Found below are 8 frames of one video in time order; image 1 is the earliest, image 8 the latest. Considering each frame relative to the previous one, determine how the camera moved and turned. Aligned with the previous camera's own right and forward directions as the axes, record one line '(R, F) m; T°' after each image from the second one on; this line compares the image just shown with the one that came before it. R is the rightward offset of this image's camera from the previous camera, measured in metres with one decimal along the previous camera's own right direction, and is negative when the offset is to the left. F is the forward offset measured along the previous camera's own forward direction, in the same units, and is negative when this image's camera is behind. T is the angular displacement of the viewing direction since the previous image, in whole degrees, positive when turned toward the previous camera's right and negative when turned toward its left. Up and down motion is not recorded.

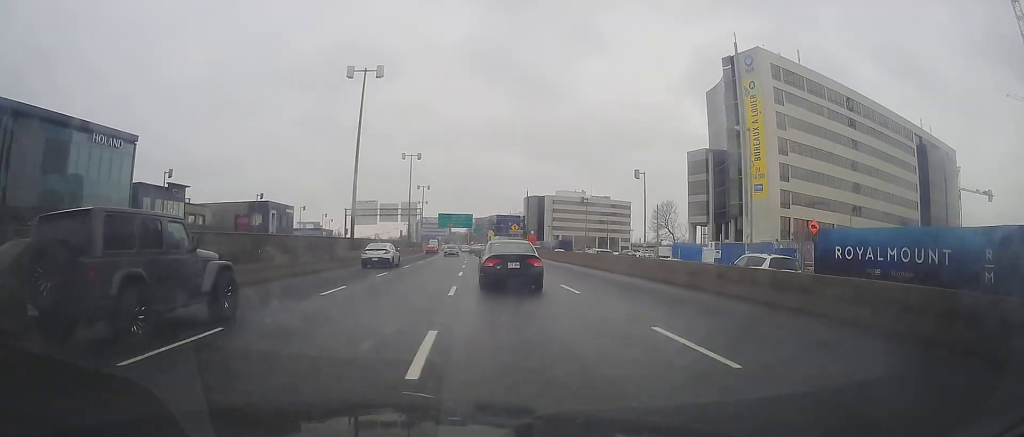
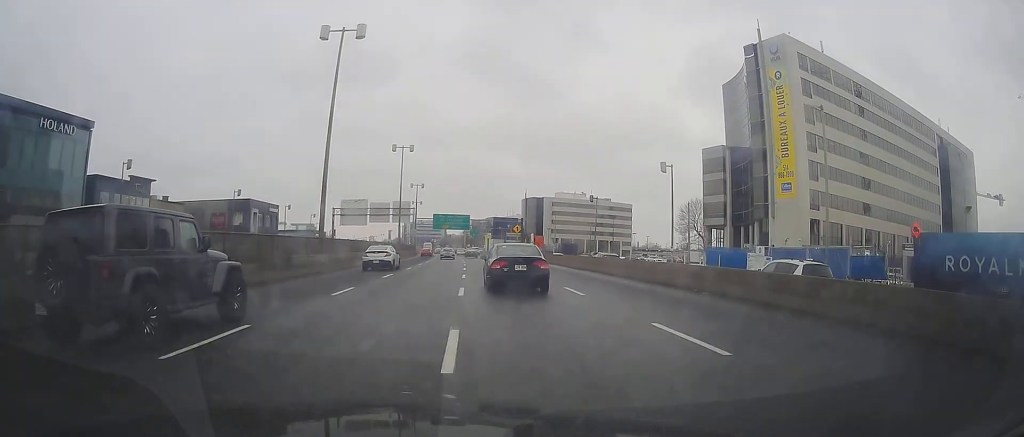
(-0.1, +8.7) m; 0°
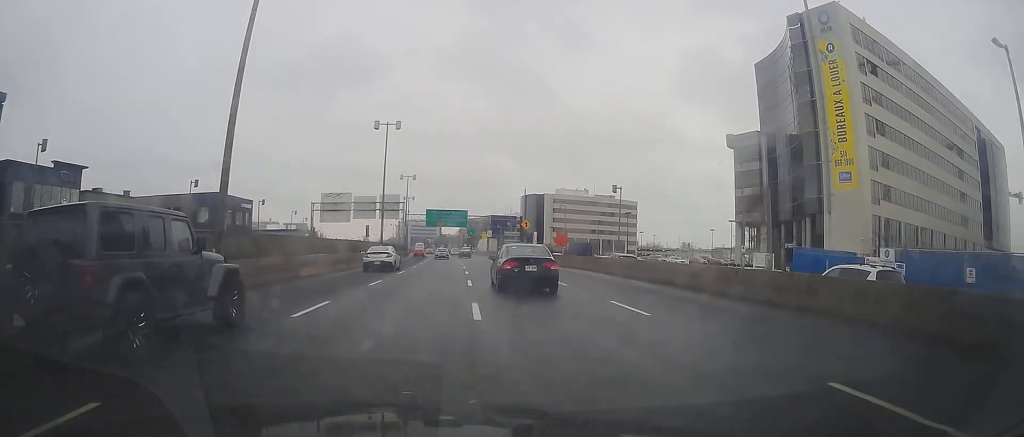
(-0.1, +14.3) m; 0°
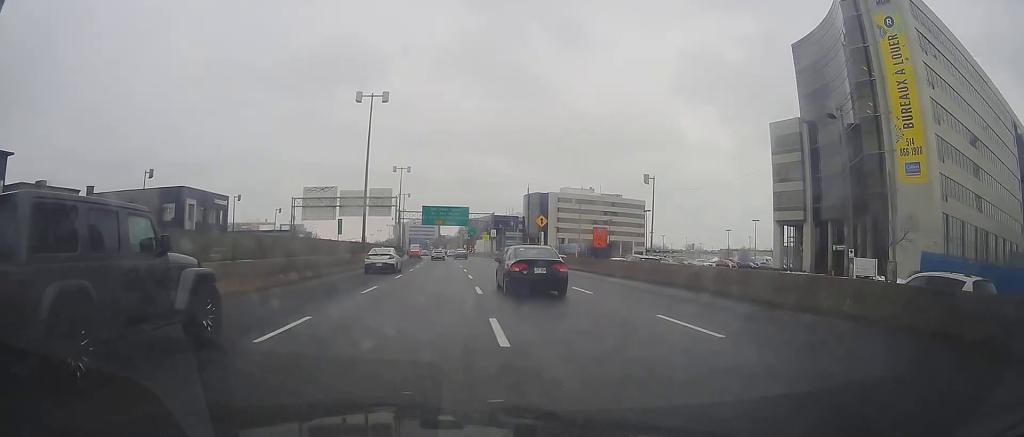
(-0.1, +11.5) m; 0°
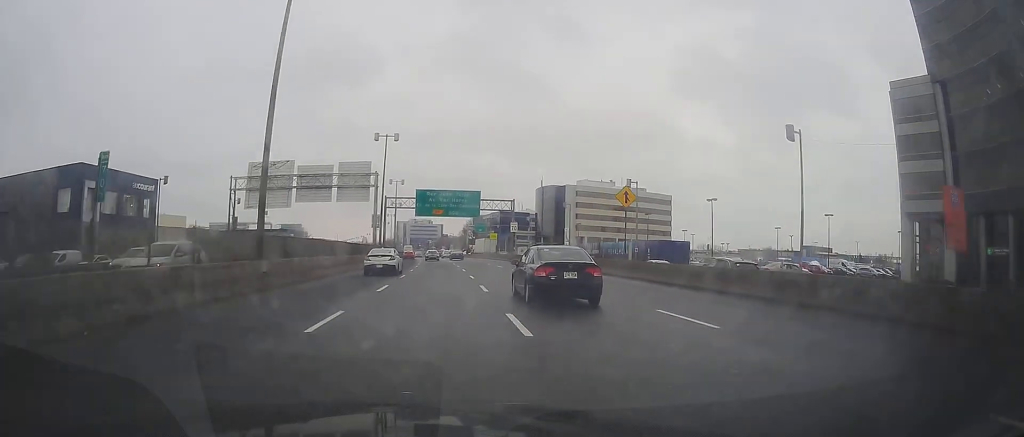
(+0.2, +26.2) m; 0°
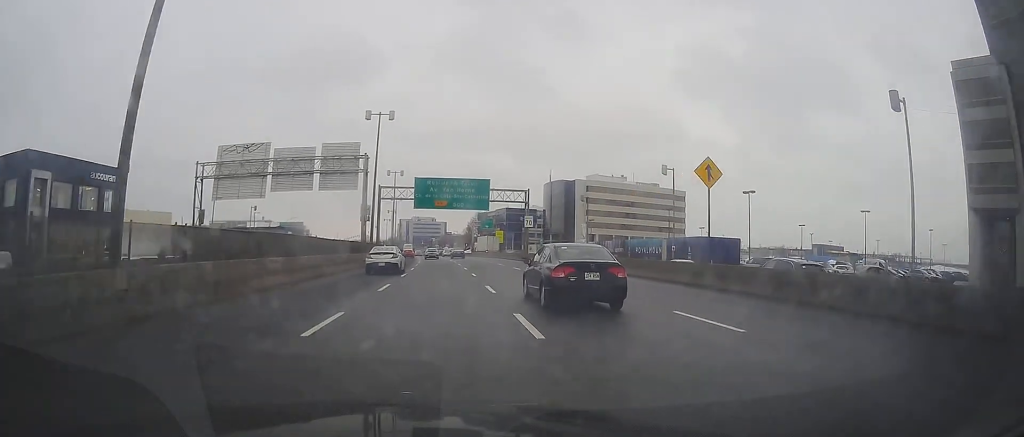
(0.0, +9.7) m; 0°
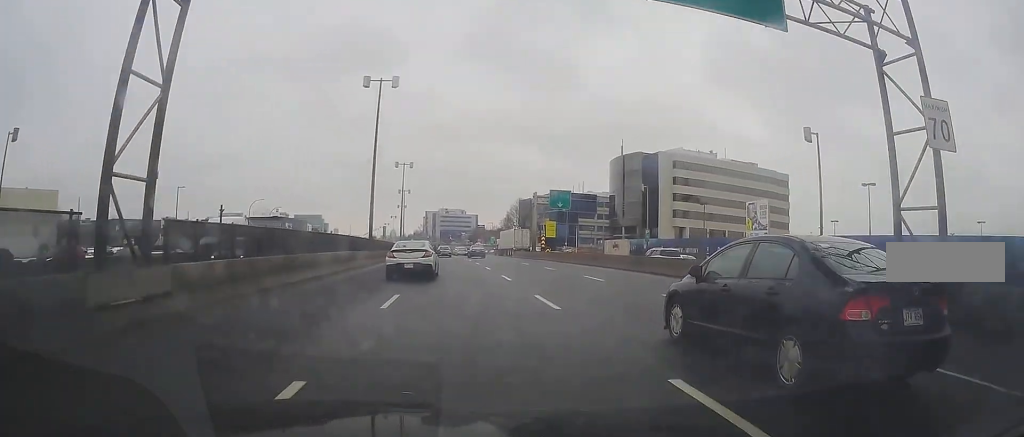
(-1.4, +51.0) m; -4°
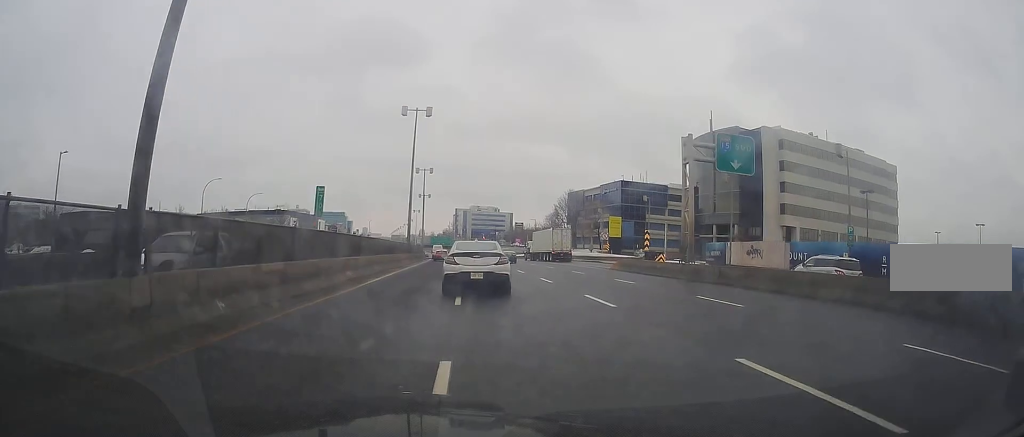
(-0.9, +36.5) m; -2°
